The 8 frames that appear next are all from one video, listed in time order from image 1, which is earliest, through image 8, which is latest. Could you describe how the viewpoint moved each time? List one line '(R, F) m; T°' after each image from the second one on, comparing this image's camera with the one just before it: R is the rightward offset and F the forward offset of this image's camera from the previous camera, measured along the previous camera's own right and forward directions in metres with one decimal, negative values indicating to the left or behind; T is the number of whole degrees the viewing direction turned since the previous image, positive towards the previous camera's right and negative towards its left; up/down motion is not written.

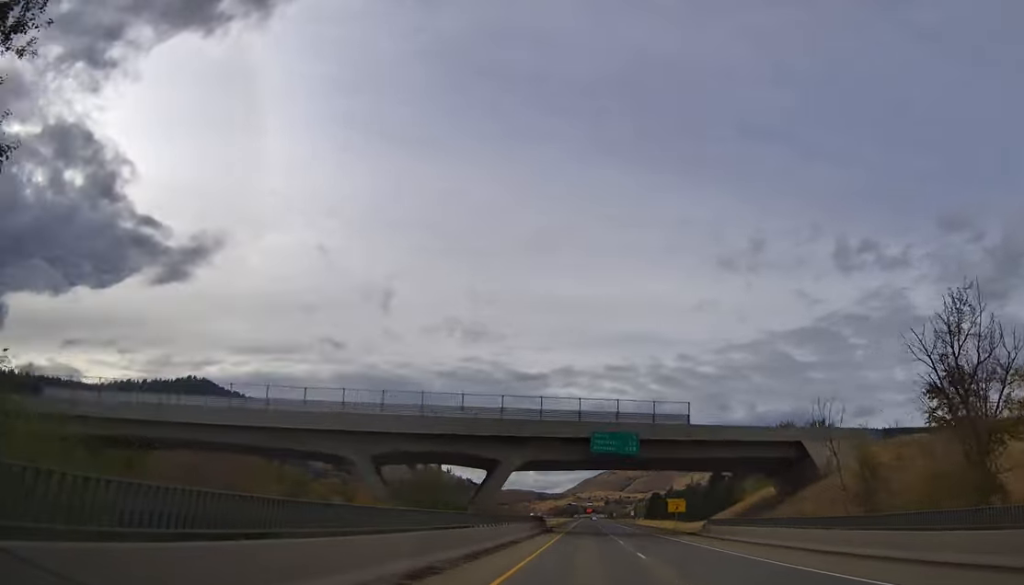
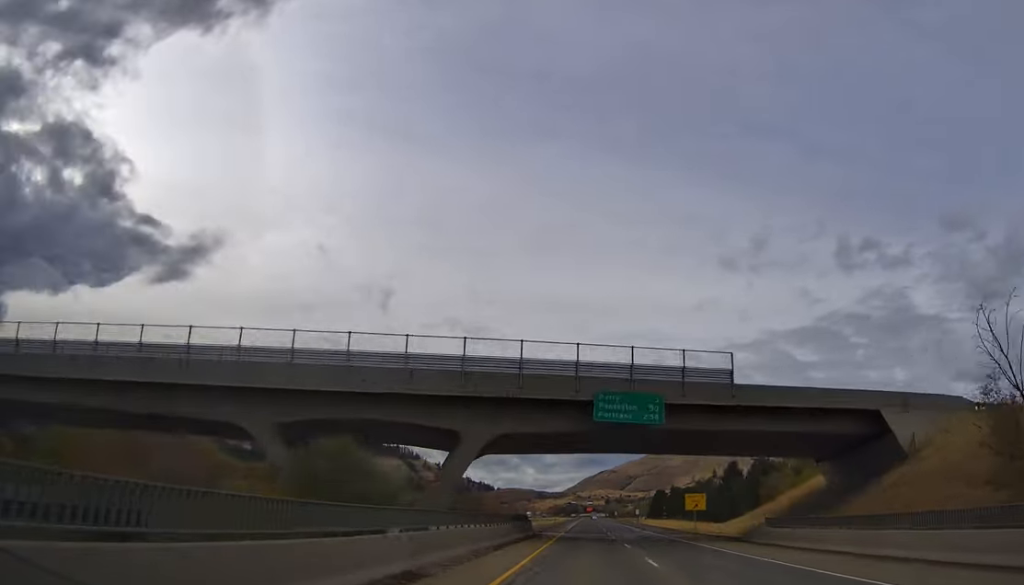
(+0.1, +16.3) m; 0°
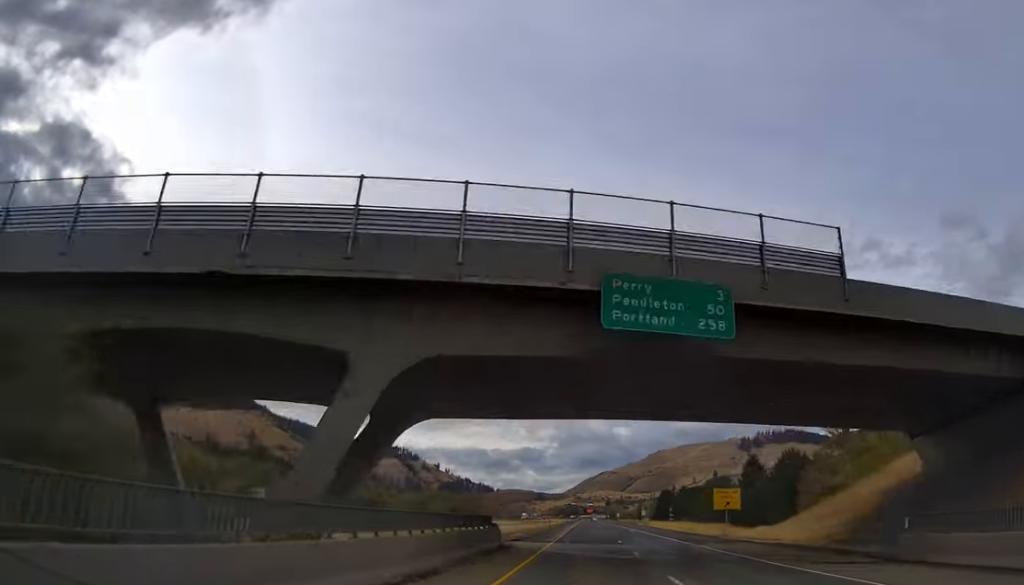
(-0.1, +17.5) m; 0°
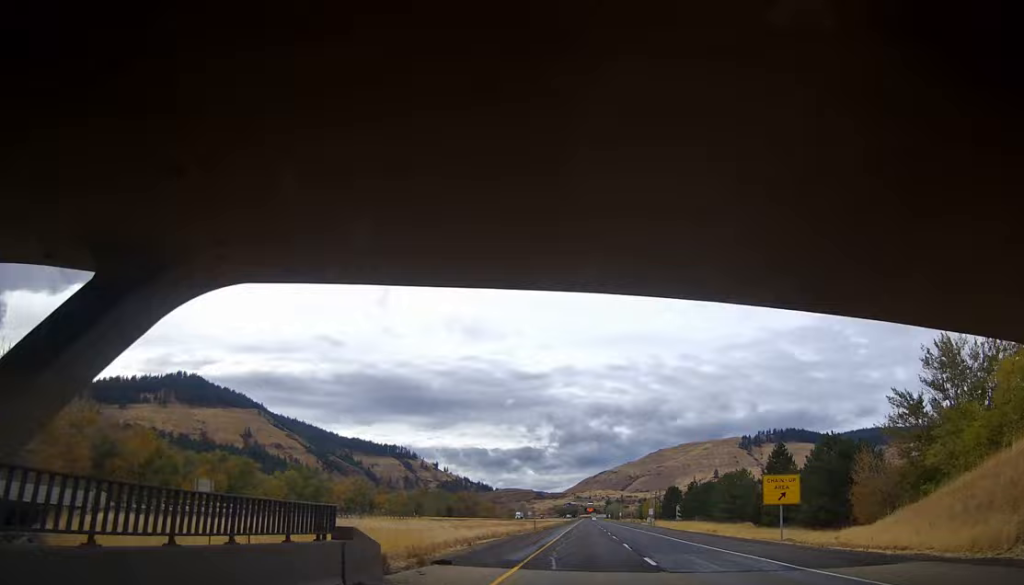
(+0.1, +17.5) m; 0°
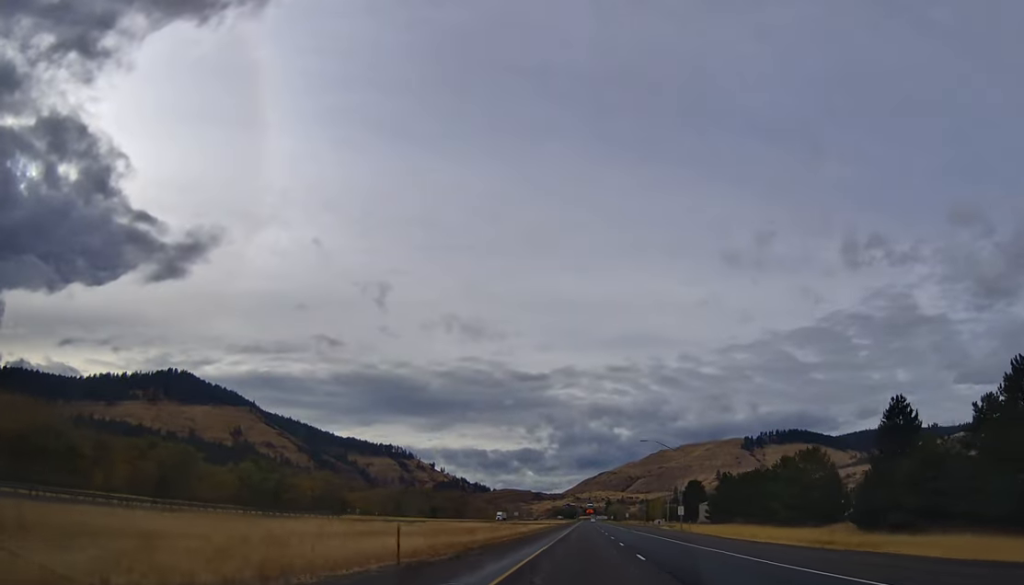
(-0.5, +42.9) m; -1°
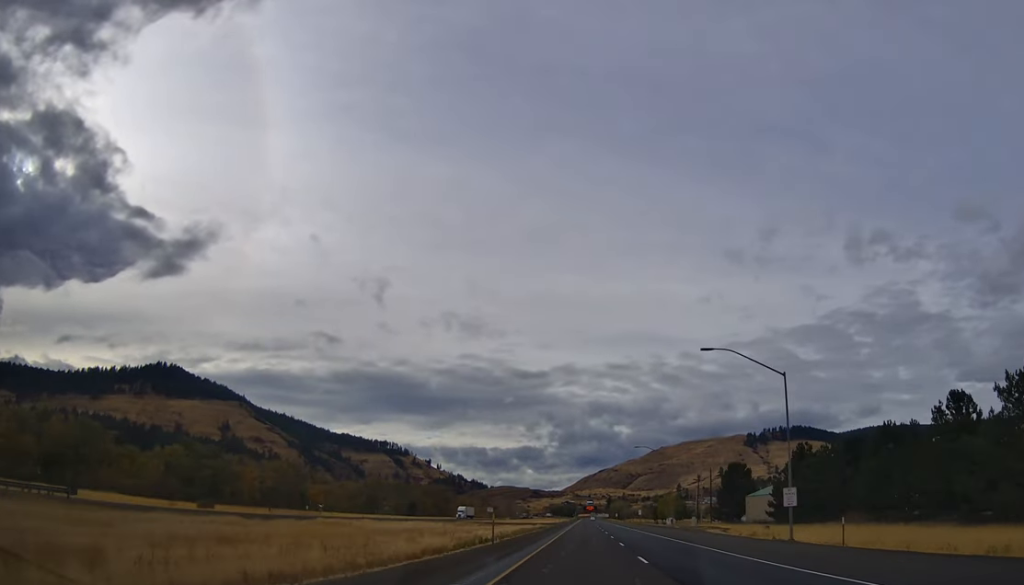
(+0.3, +49.8) m; +2°
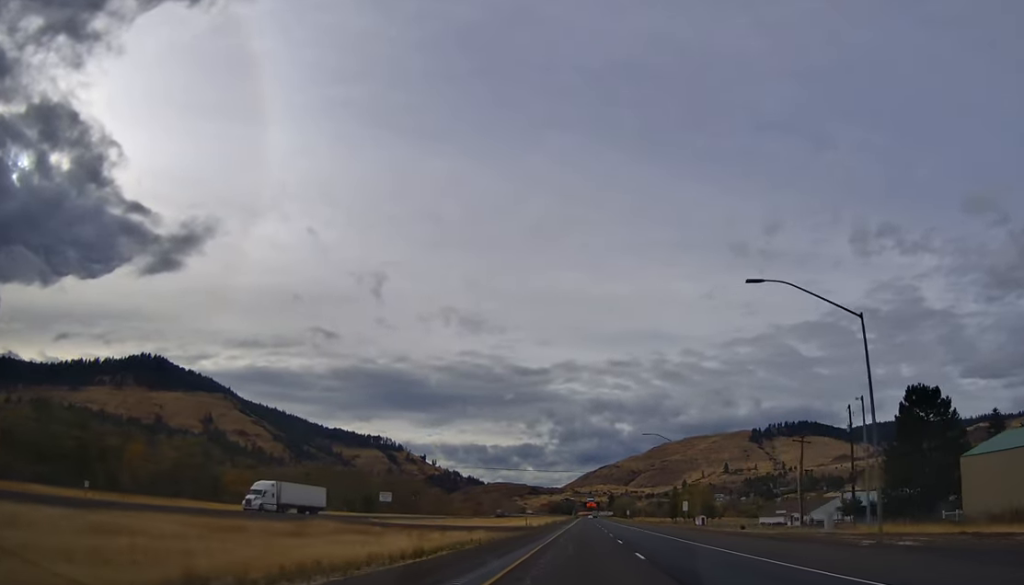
(-1.5, +71.3) m; -2°
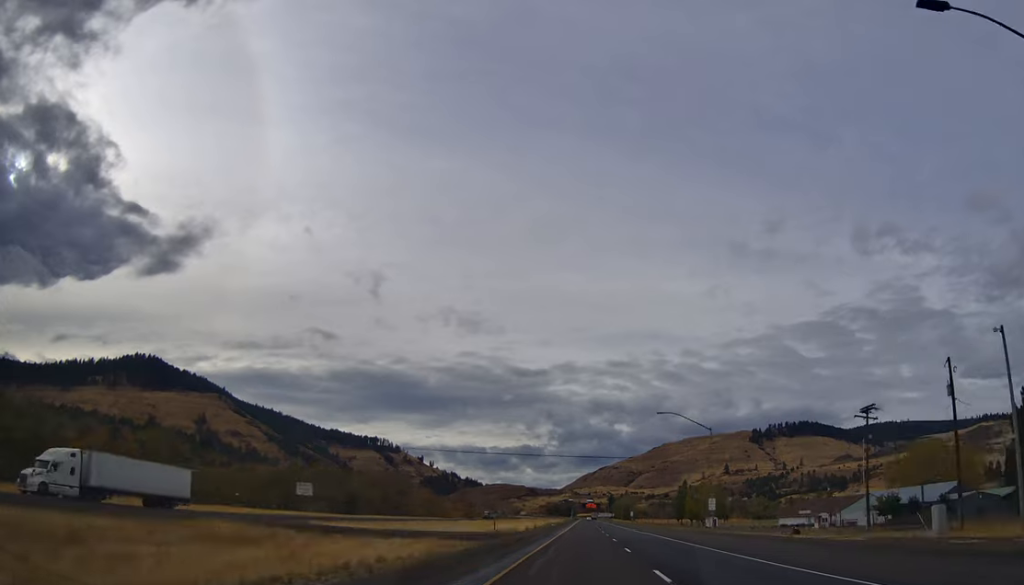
(+0.2, +19.0) m; +1°
